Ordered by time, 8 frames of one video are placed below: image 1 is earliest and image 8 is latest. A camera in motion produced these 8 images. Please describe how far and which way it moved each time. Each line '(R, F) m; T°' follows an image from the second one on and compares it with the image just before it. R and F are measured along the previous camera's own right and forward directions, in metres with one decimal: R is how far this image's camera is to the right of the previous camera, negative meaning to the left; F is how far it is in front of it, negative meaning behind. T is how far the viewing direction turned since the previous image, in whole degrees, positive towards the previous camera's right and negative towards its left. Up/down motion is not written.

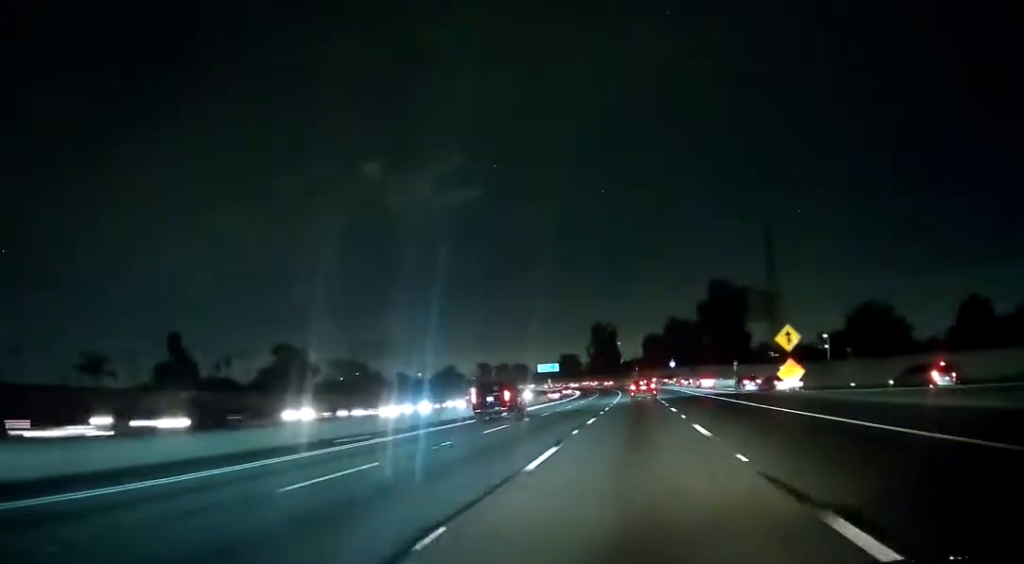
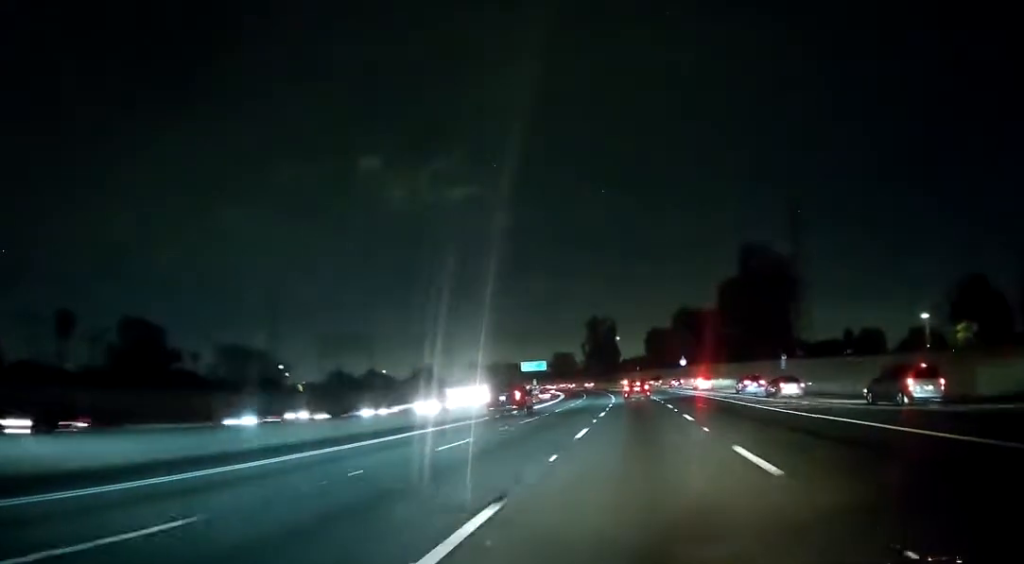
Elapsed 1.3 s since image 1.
(+0.3, +36.6) m; +1°
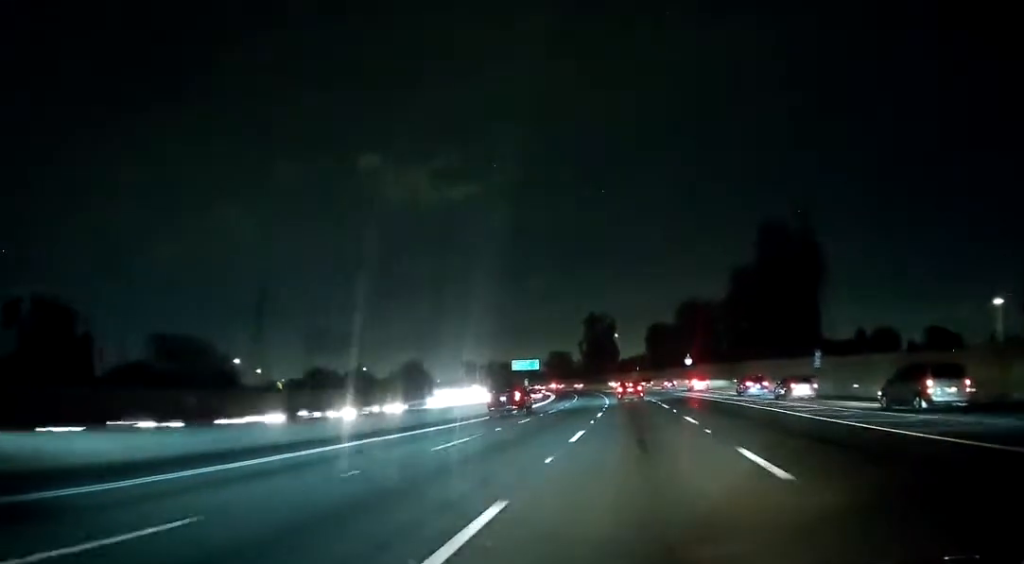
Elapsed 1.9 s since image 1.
(+0.1, +15.5) m; 0°
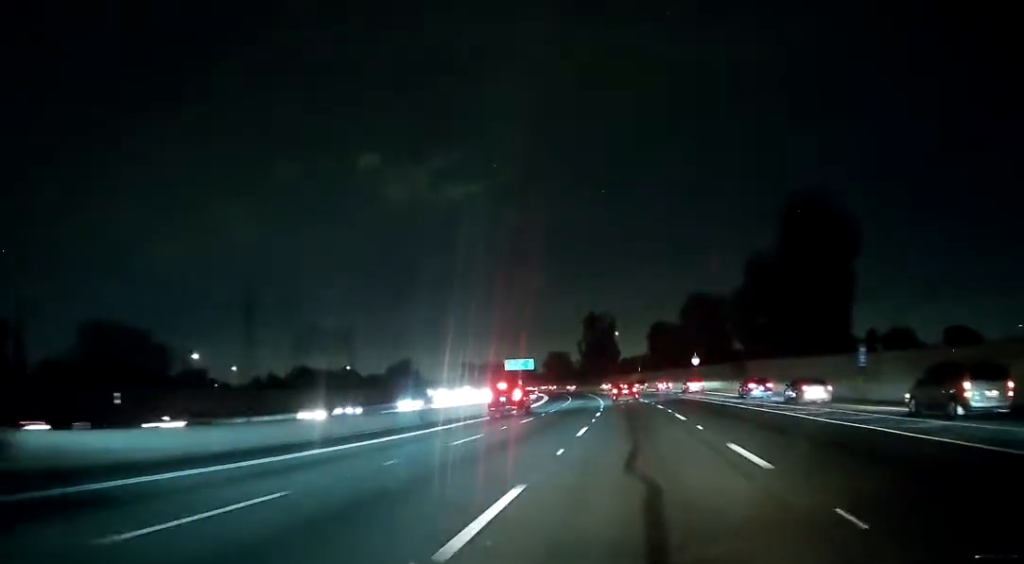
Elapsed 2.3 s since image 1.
(+0.1, +11.9) m; 0°
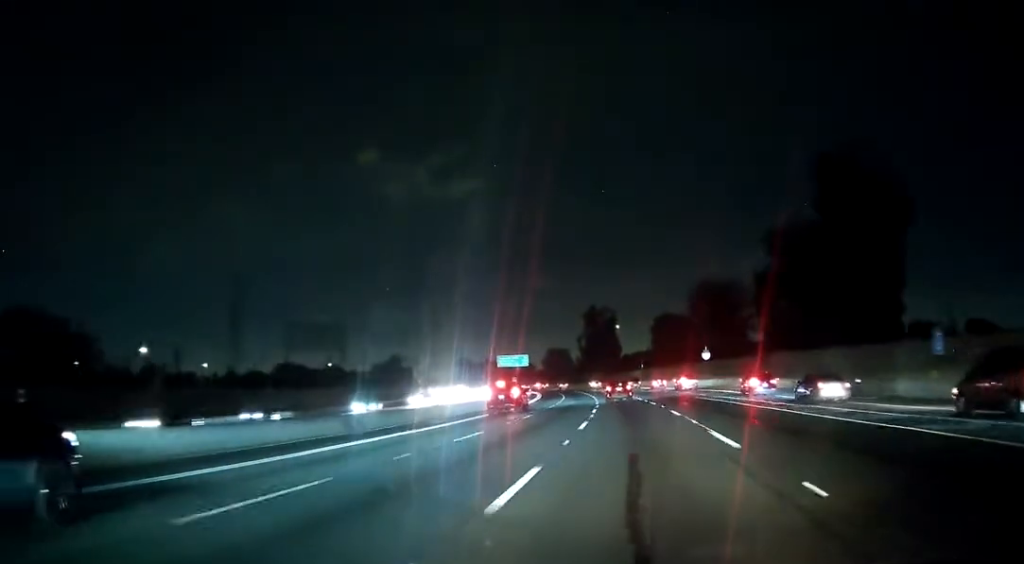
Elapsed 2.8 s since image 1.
(-0.1, +13.6) m; 0°
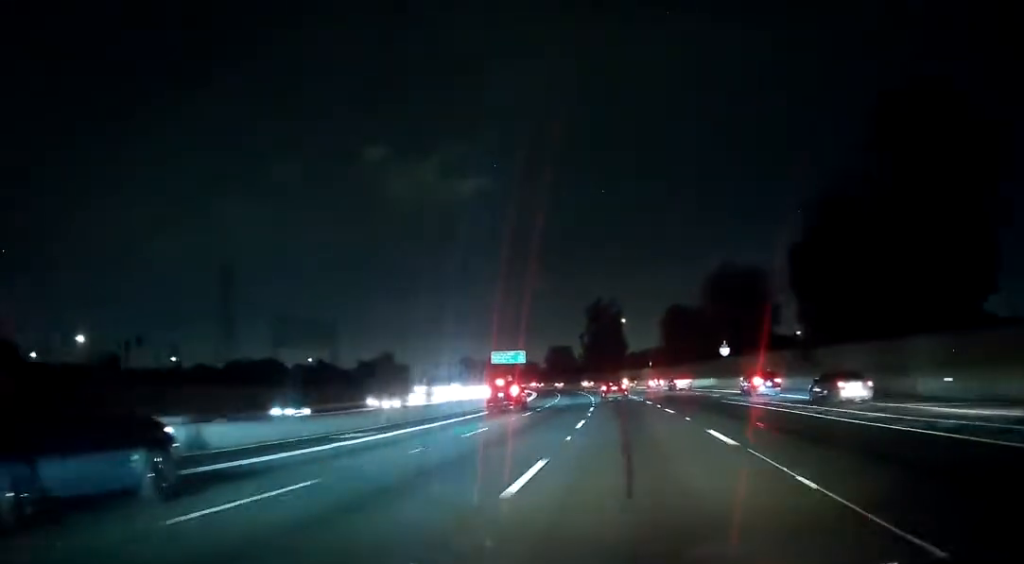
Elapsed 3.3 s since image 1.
(-0.1, +13.6) m; 0°
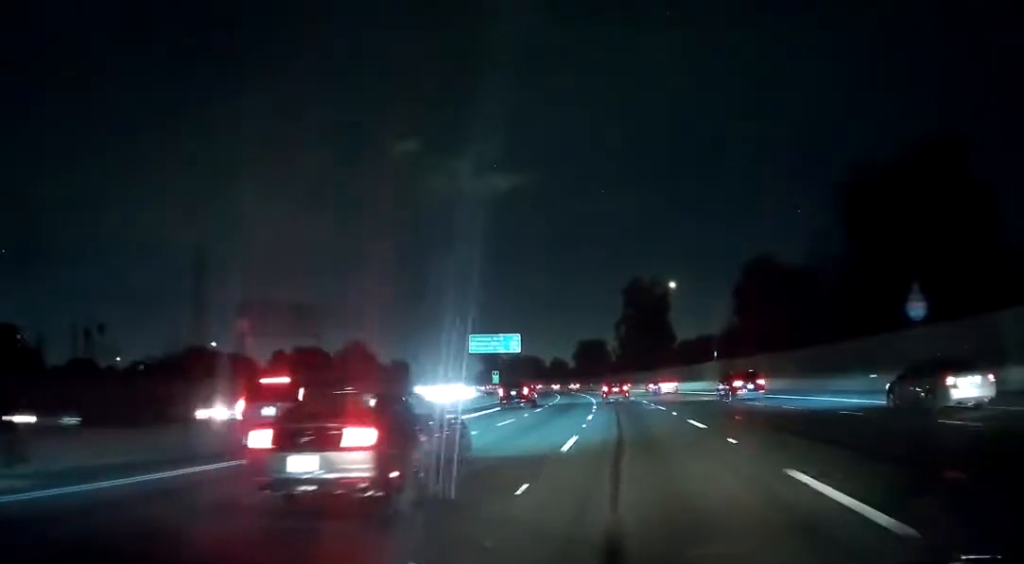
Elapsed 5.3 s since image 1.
(-1.8, +53.1) m; -5°
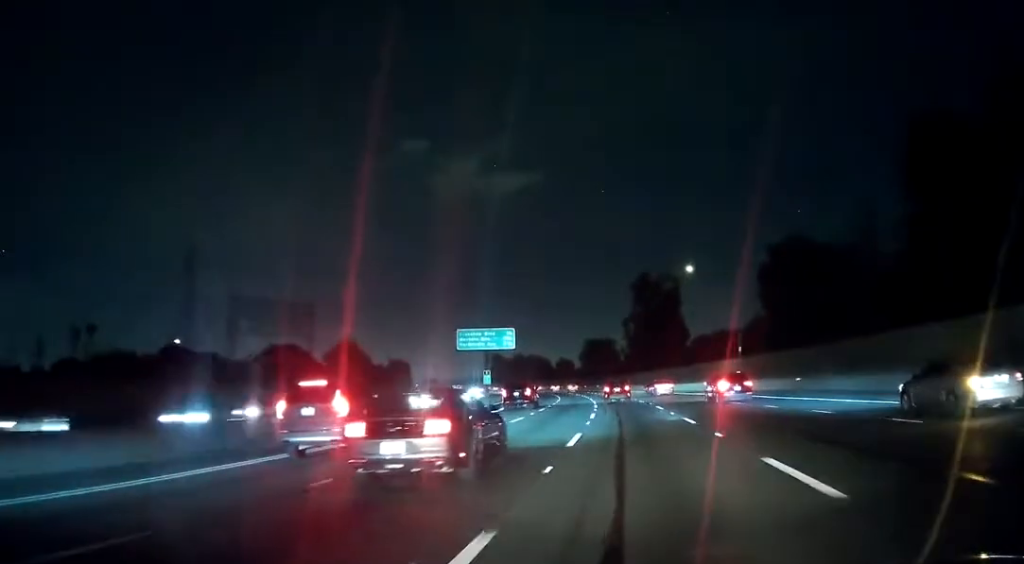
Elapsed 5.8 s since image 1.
(-0.1, +12.1) m; 0°
